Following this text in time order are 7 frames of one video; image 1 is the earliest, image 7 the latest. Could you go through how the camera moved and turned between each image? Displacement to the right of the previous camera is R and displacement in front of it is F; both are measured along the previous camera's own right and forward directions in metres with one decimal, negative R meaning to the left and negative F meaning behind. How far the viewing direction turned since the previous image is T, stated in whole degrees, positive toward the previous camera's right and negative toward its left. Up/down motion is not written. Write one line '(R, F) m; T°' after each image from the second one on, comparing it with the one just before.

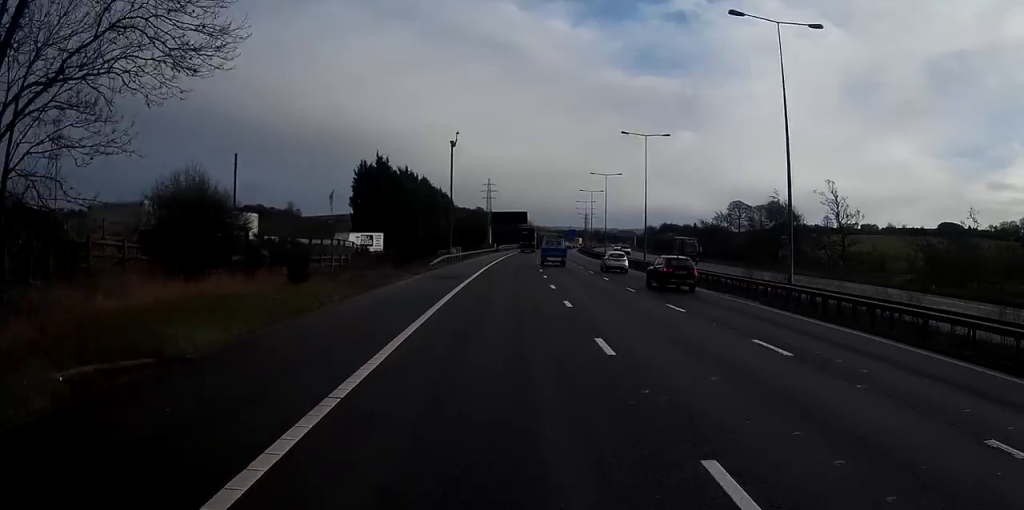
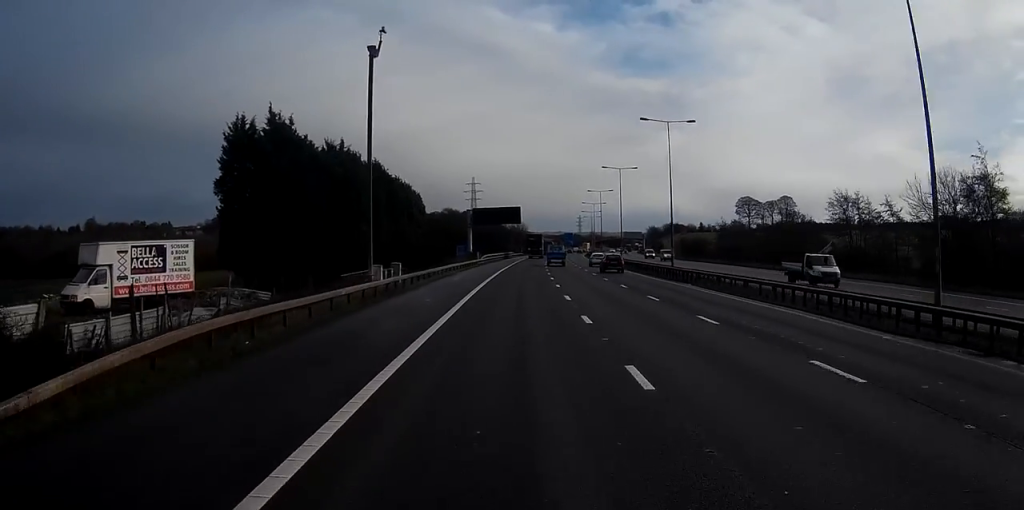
(+0.5, +47.2) m; +2°
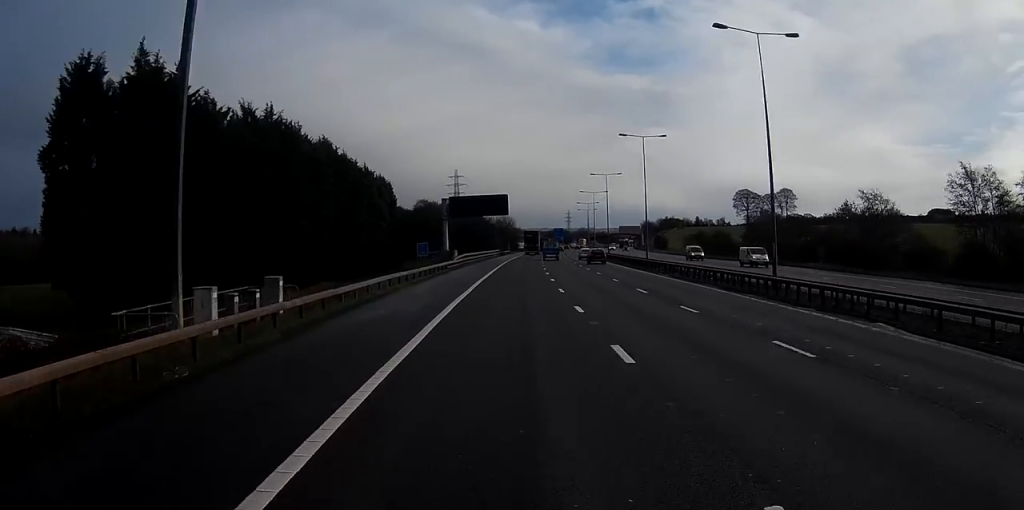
(+0.2, +24.5) m; +1°
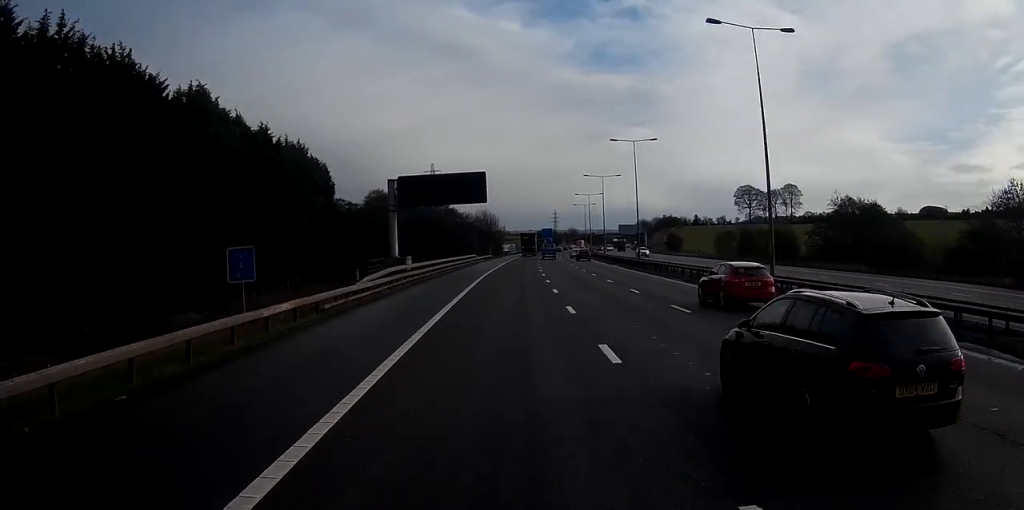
(+0.3, +35.7) m; +1°
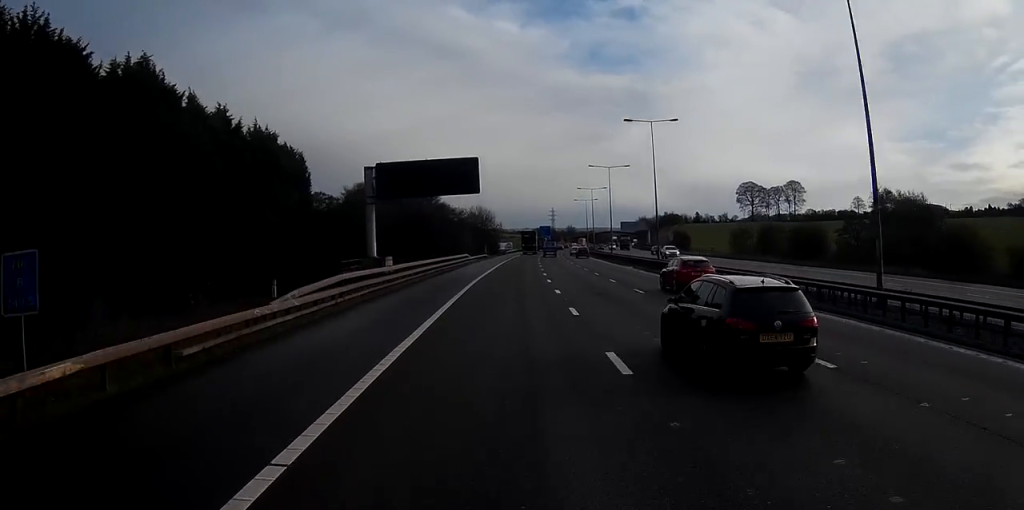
(0.0, +10.3) m; 0°
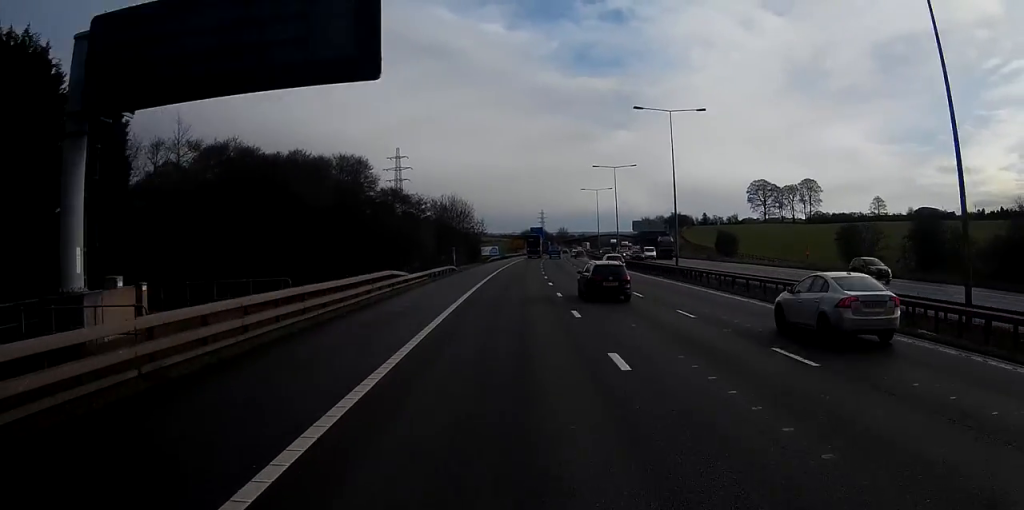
(+0.5, +43.7) m; +1°
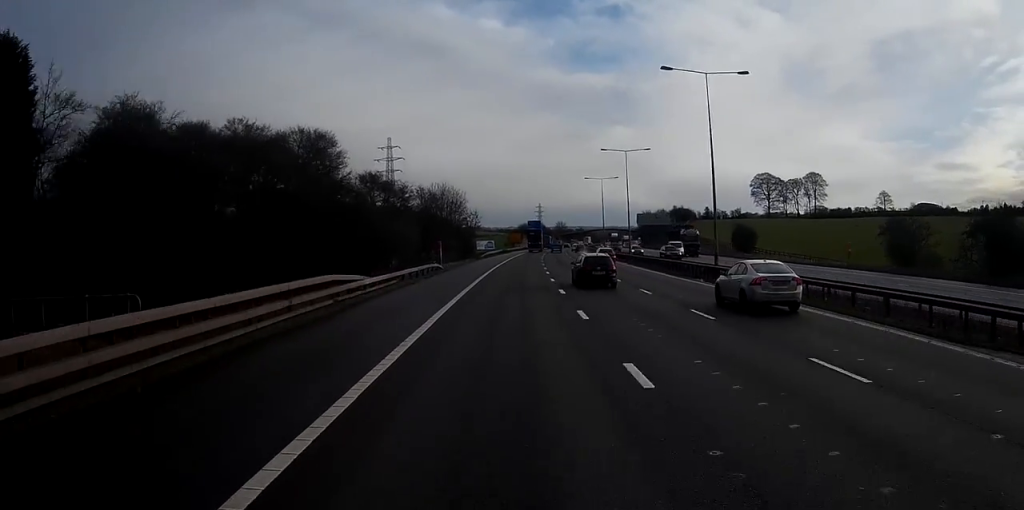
(0.0, +11.1) m; 0°
